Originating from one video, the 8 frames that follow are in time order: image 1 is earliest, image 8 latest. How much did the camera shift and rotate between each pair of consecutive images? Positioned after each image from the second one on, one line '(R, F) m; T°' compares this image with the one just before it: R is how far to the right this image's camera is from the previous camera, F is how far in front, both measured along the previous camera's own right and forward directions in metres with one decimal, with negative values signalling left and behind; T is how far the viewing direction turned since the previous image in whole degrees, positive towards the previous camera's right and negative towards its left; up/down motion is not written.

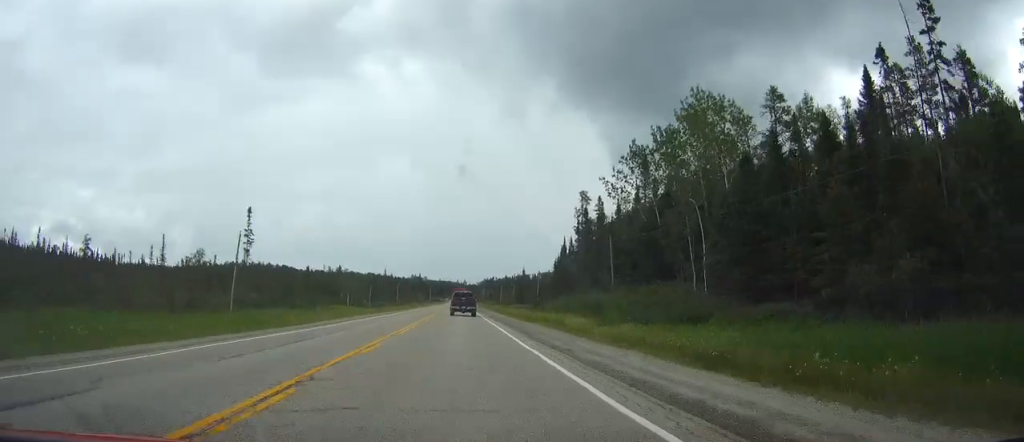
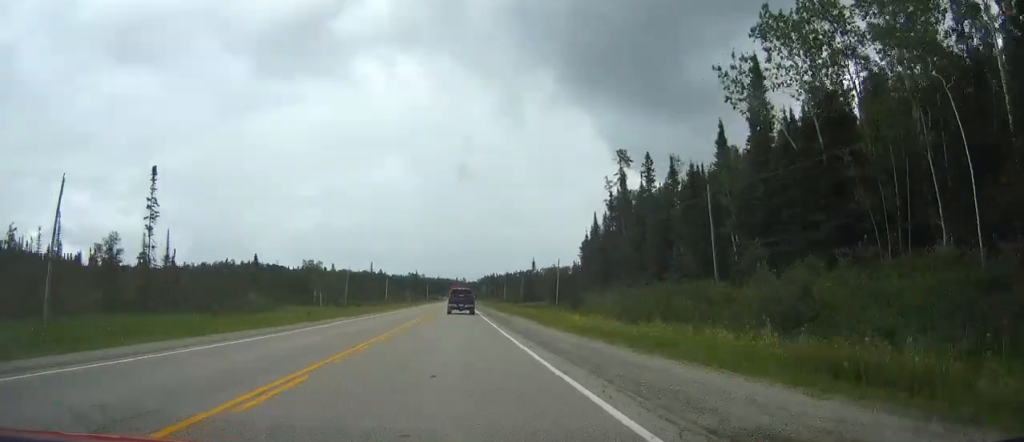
(+0.2, +34.9) m; 0°
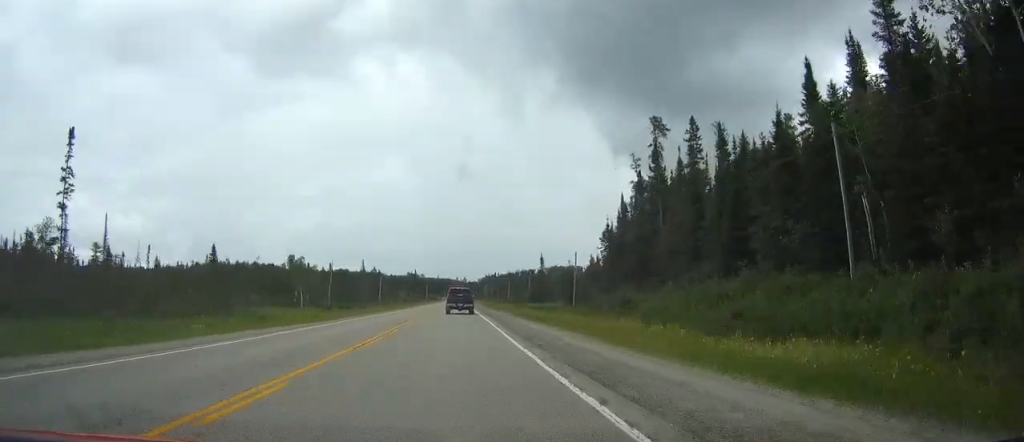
(0.0, +18.7) m; 0°
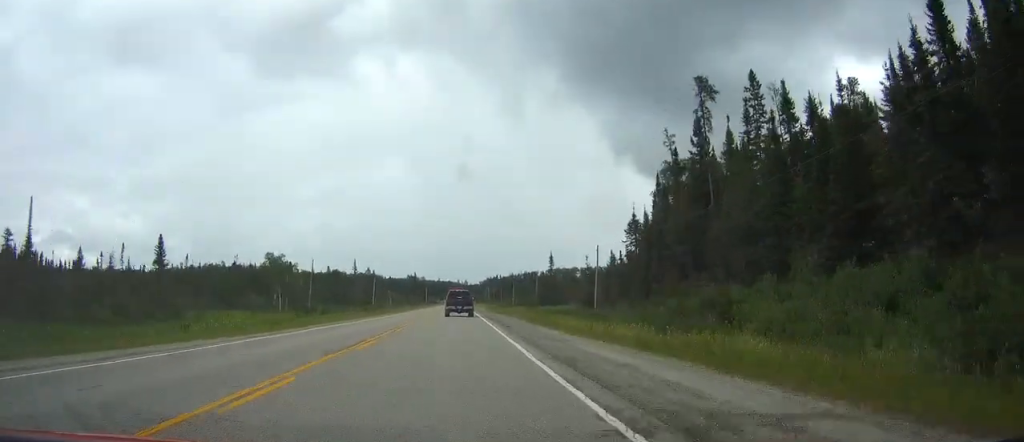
(0.0, +16.8) m; 0°
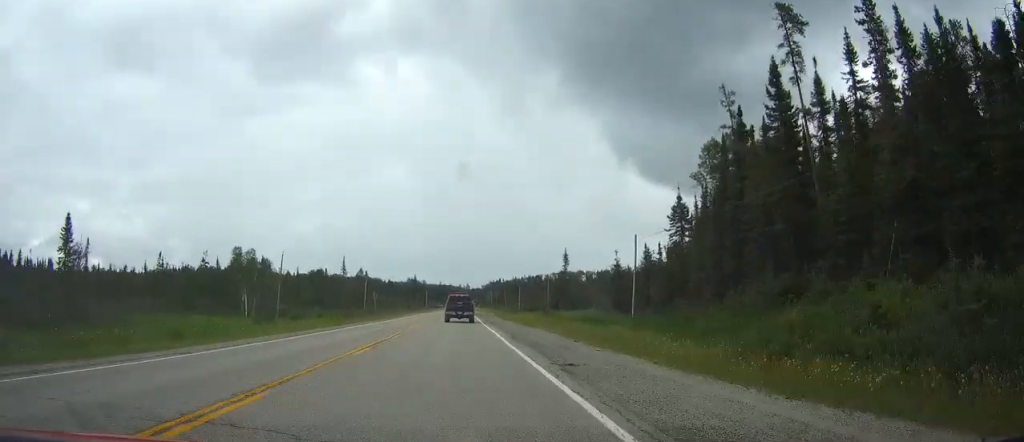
(0.0, +19.5) m; 0°
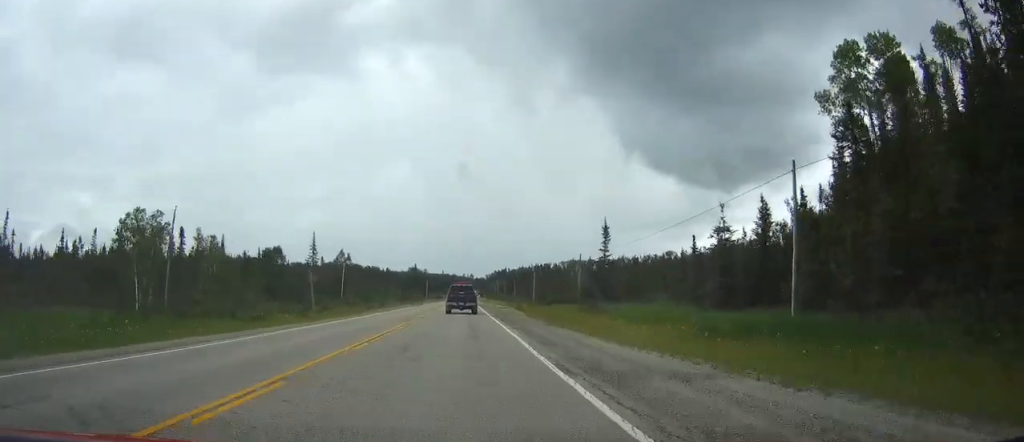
(0.0, +35.1) m; 0°
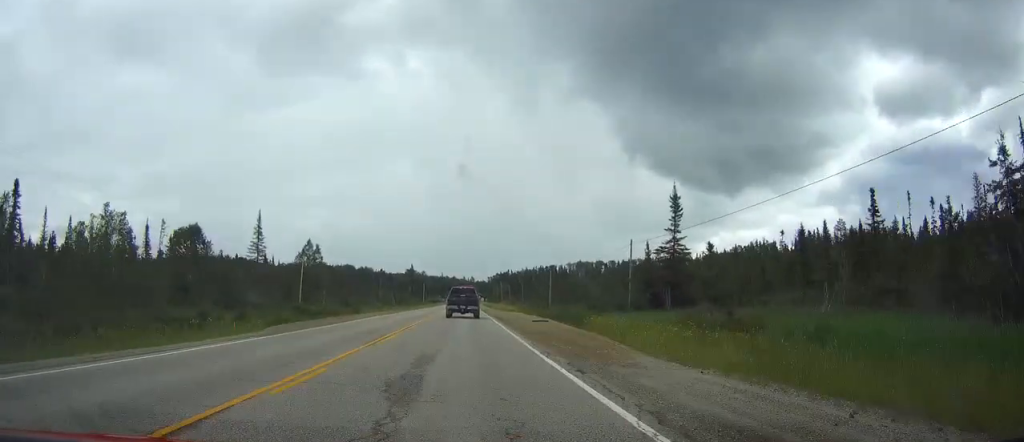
(-0.1, +33.9) m; 0°
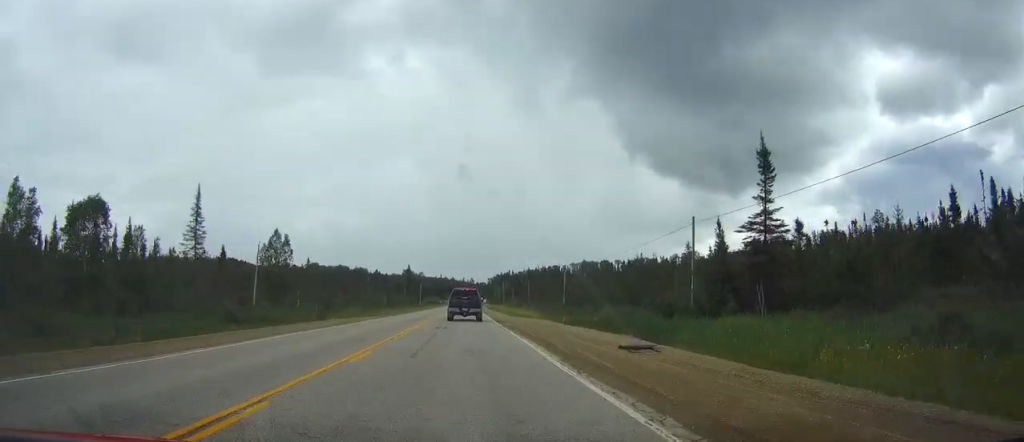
(-0.1, +21.8) m; 0°
